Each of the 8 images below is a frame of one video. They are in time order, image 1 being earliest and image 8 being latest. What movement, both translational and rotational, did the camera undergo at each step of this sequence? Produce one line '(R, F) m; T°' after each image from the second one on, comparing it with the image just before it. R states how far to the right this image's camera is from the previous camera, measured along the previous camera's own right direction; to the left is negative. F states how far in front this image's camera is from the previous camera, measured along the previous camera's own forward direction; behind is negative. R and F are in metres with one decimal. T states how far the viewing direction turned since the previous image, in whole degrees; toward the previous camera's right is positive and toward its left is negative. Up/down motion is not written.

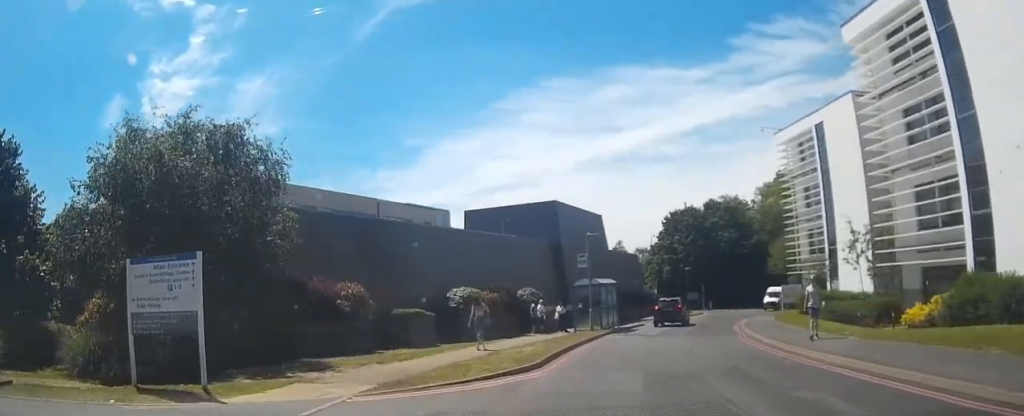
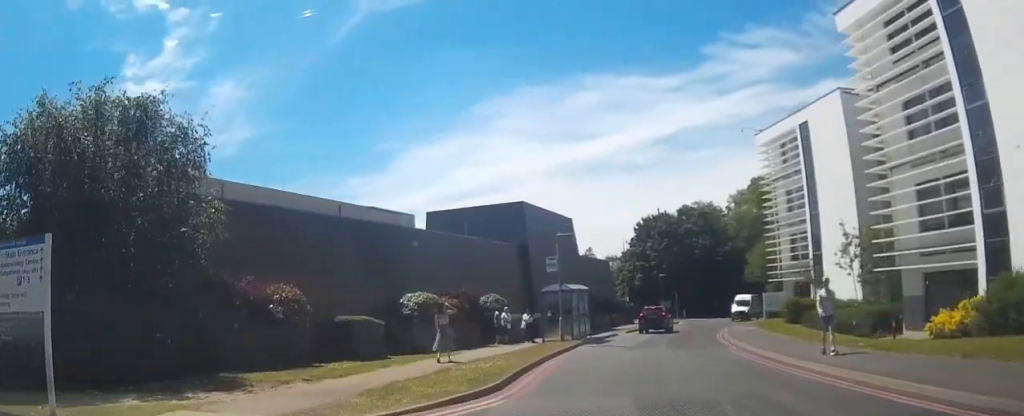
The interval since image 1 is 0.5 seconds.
(+0.2, +2.7) m; +1°
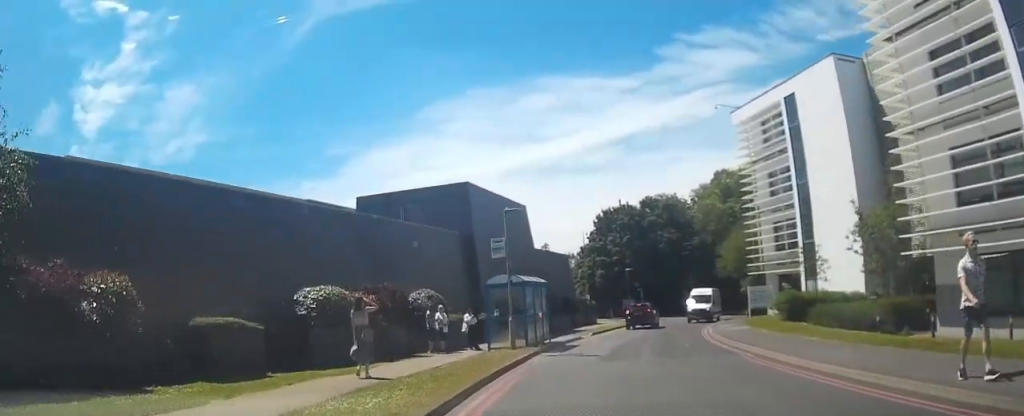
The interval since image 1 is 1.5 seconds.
(+0.1, +6.0) m; +1°
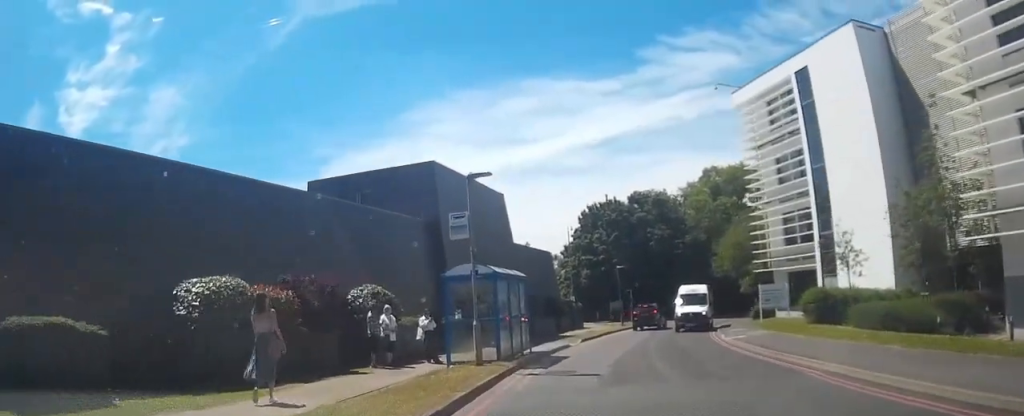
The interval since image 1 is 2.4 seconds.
(-0.1, +5.1) m; +2°
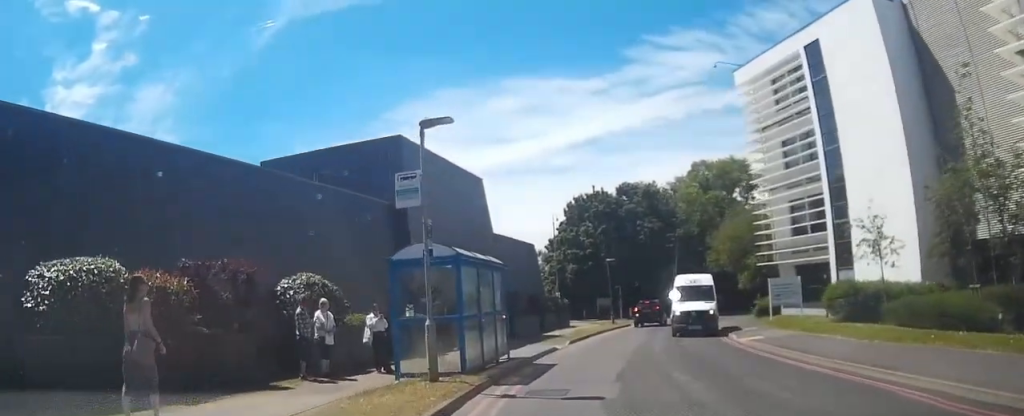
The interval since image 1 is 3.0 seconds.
(+0.2, +3.8) m; +3°
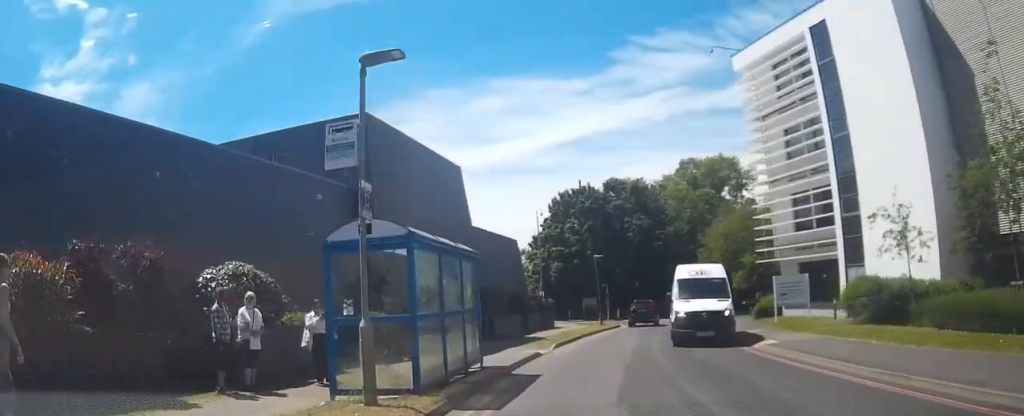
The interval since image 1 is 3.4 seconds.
(0.0, +2.8) m; 0°
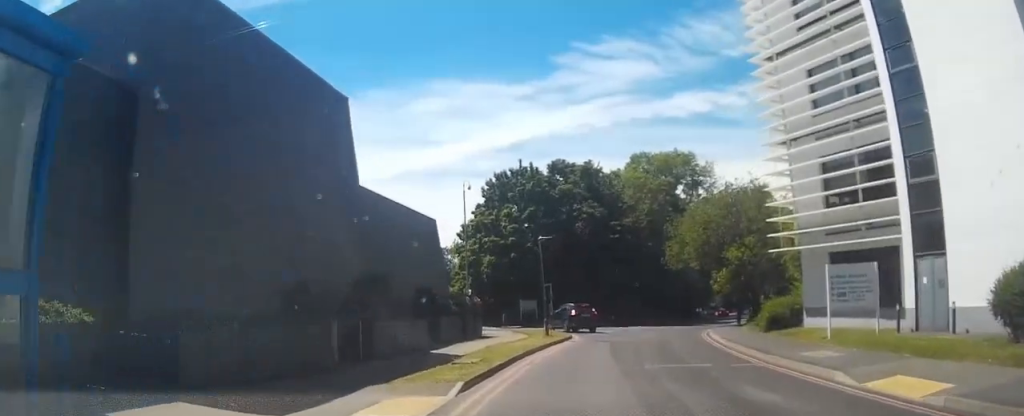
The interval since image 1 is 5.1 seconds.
(0.0, +10.6) m; +6°
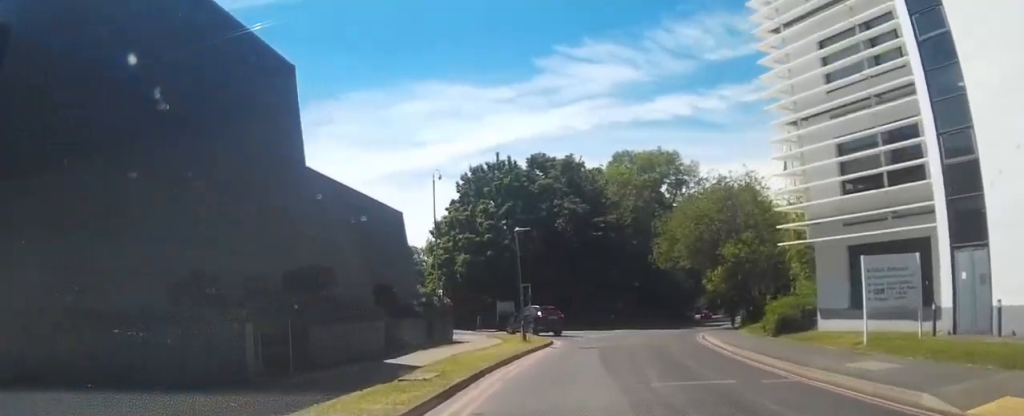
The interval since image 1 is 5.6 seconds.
(+0.4, +3.3) m; +3°
